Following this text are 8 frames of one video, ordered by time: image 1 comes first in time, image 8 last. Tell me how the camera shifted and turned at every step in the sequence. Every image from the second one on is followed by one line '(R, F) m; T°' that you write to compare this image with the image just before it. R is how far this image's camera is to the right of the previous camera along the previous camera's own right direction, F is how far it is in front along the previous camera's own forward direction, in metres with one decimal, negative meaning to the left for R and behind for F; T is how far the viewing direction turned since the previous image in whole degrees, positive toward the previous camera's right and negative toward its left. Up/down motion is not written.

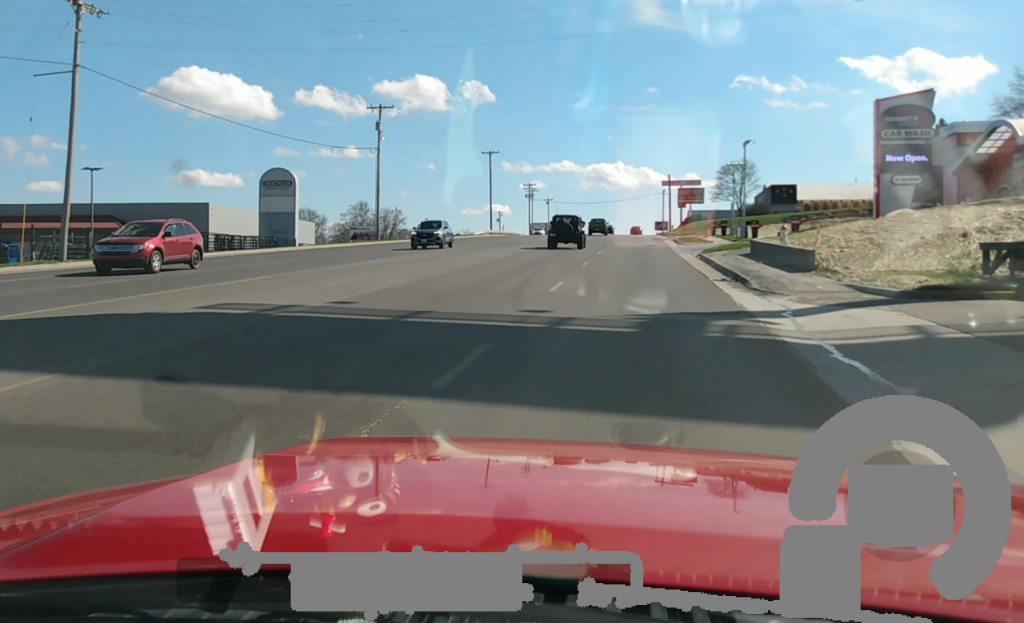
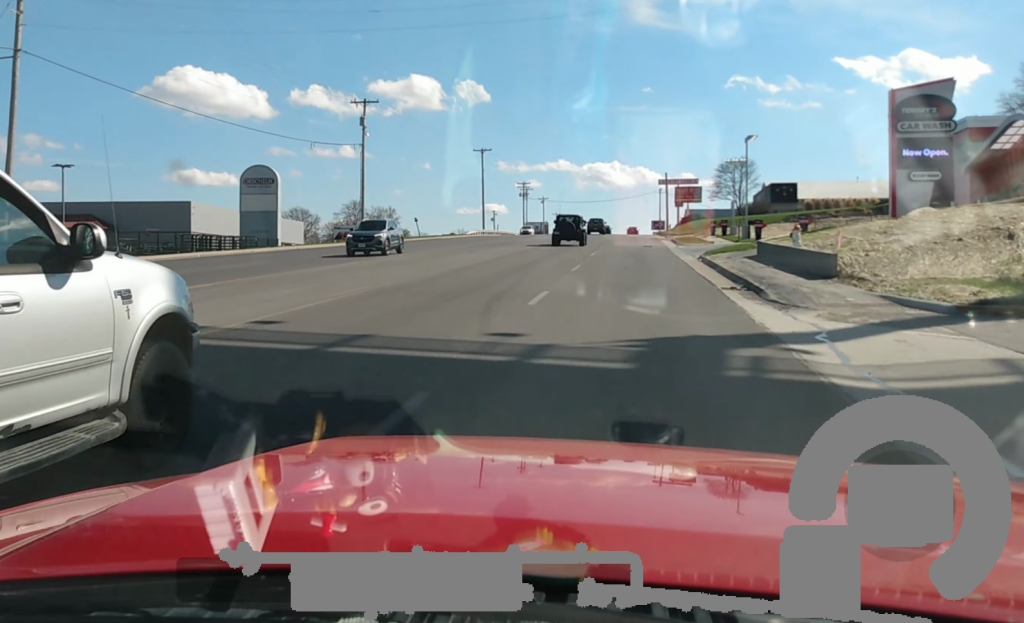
(0.0, +3.7) m; 0°
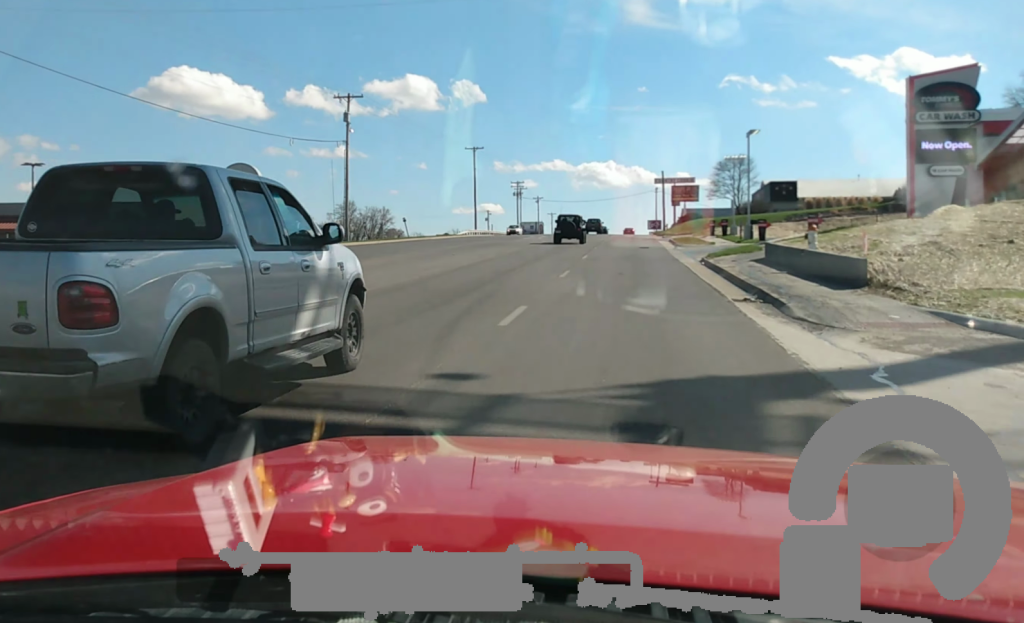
(0.0, +3.6) m; -1°
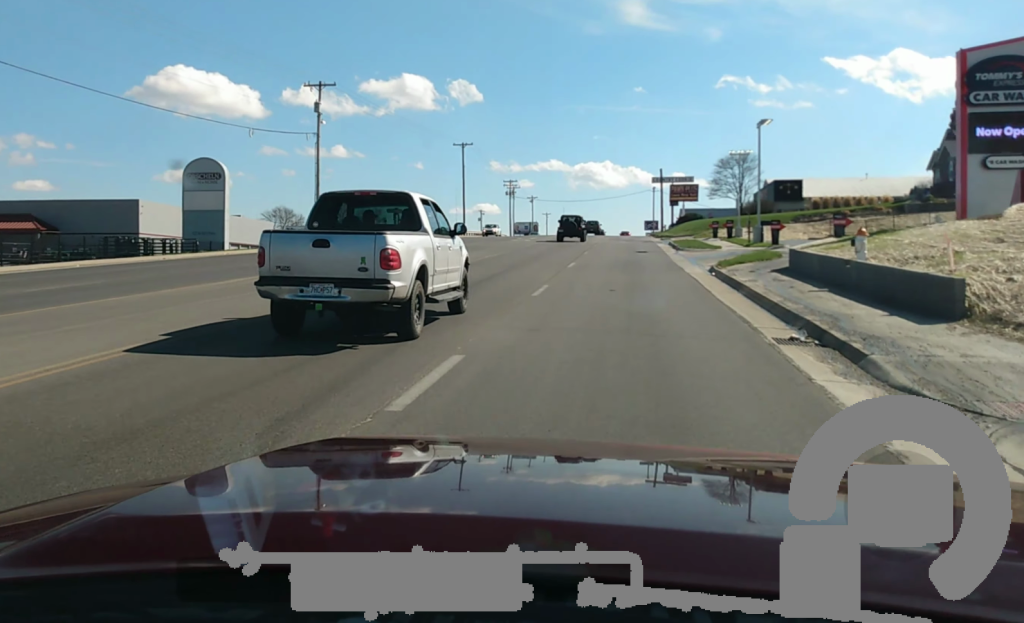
(-0.1, +6.3) m; 0°
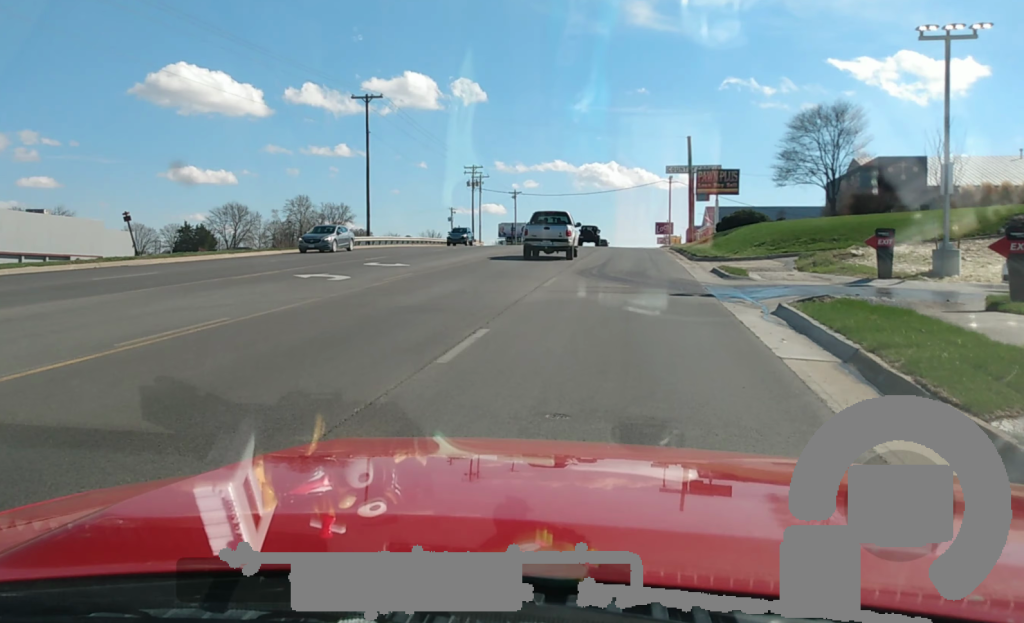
(-0.4, +46.0) m; -2°
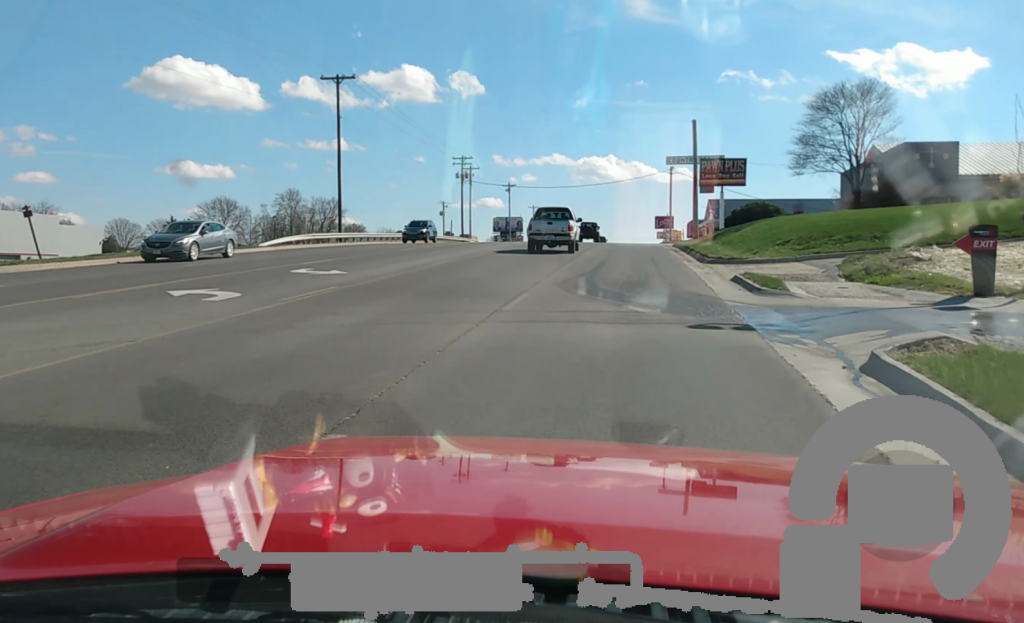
(-0.1, +6.8) m; -1°
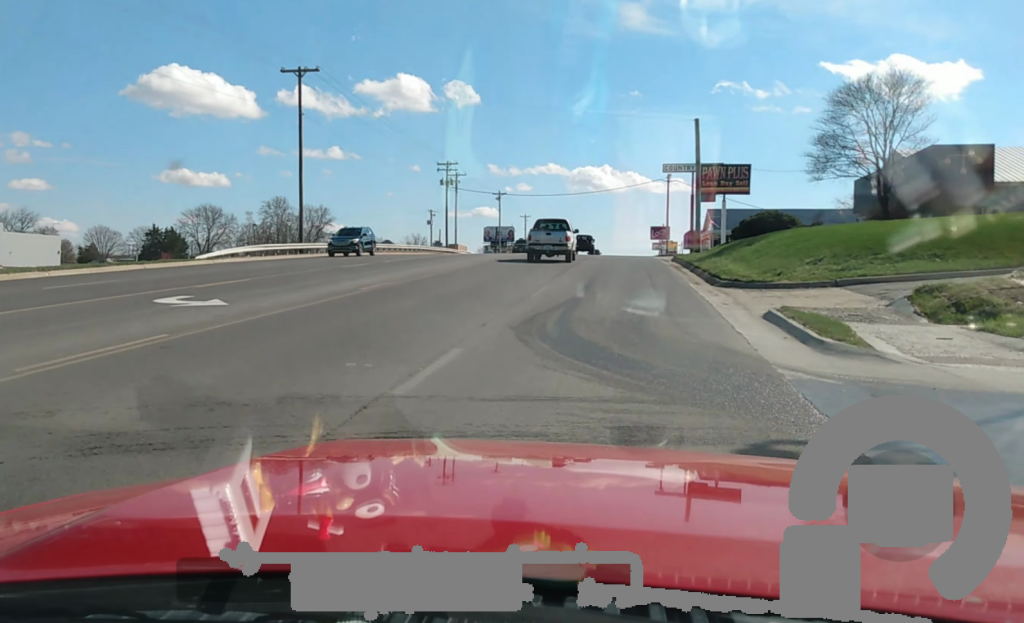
(0.0, +6.7) m; 0°
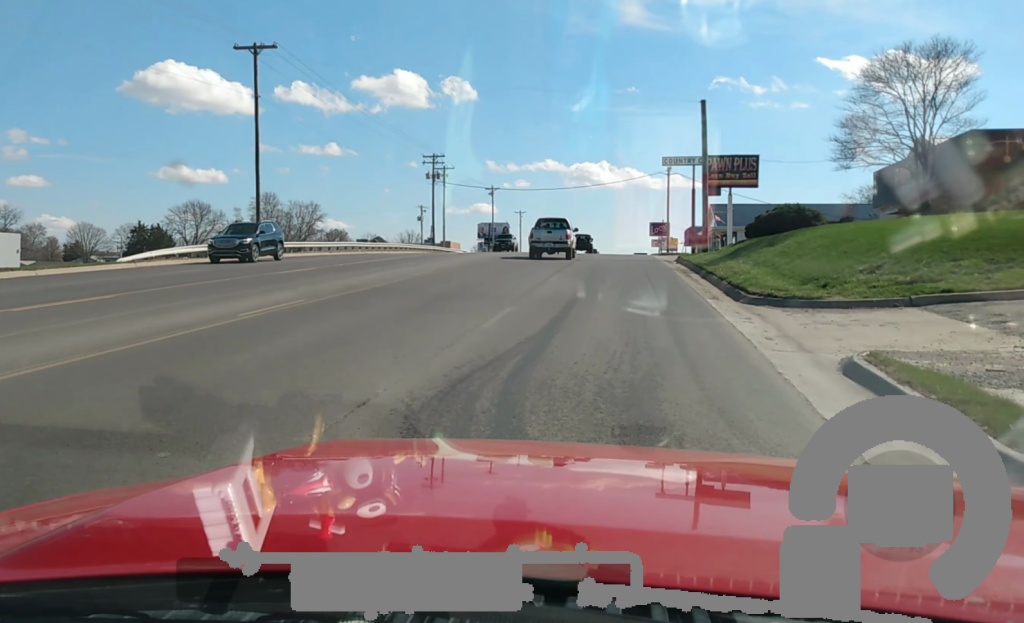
(0.0, +6.7) m; 0°
